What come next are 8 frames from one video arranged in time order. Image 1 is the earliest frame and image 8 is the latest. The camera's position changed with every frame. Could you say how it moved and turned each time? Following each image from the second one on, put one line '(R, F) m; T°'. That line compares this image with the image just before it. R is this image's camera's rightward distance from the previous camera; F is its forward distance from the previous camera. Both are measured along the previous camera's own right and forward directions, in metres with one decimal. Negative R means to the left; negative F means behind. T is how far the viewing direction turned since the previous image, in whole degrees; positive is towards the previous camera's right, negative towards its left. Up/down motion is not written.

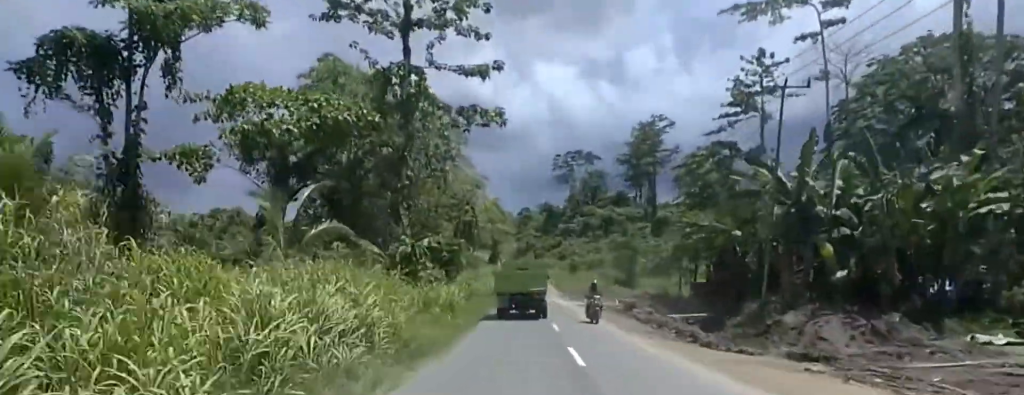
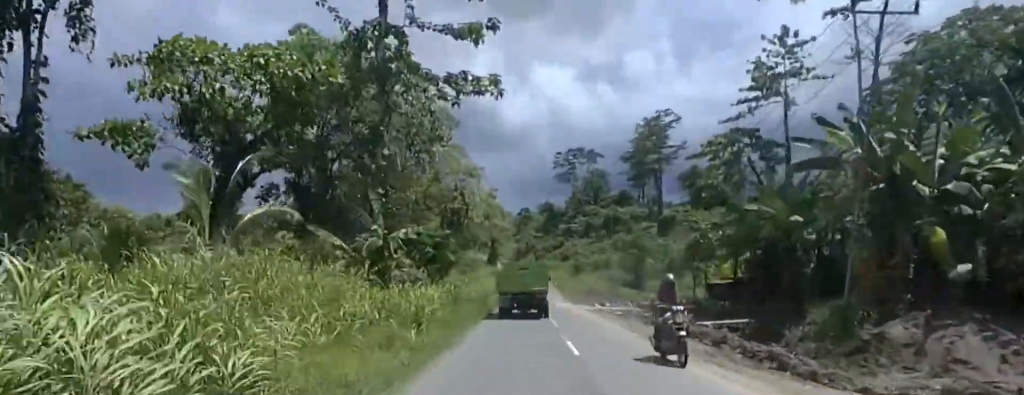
(0.0, +6.1) m; 0°
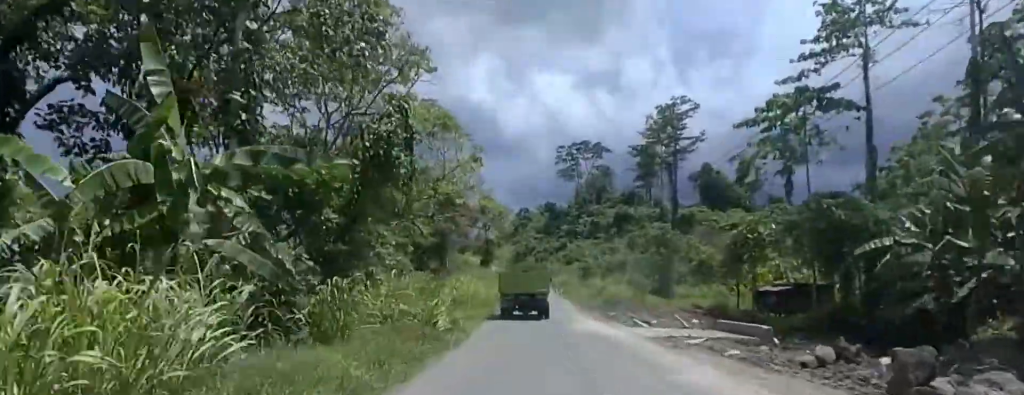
(-0.1, +14.6) m; -2°
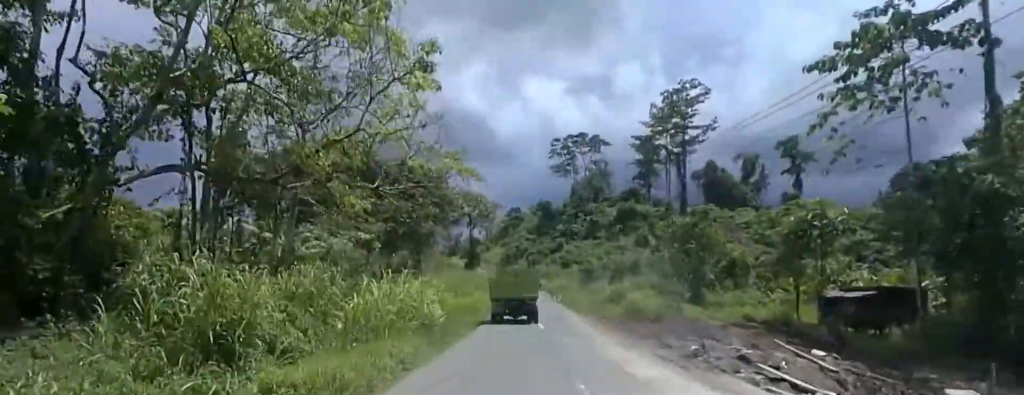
(-0.4, +13.7) m; -2°
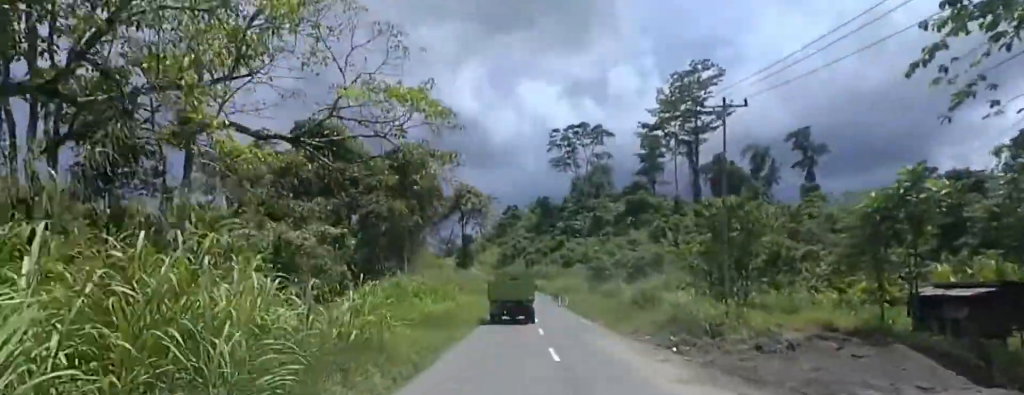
(-0.1, +10.3) m; 0°
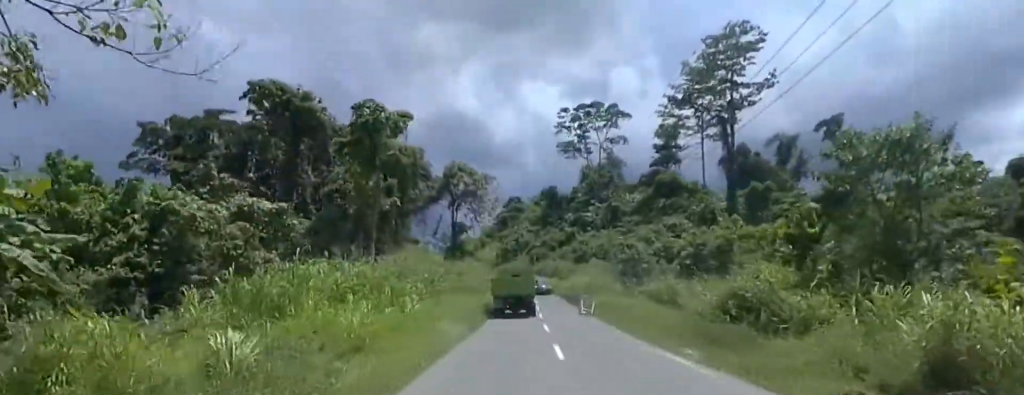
(0.0, +16.2) m; +1°
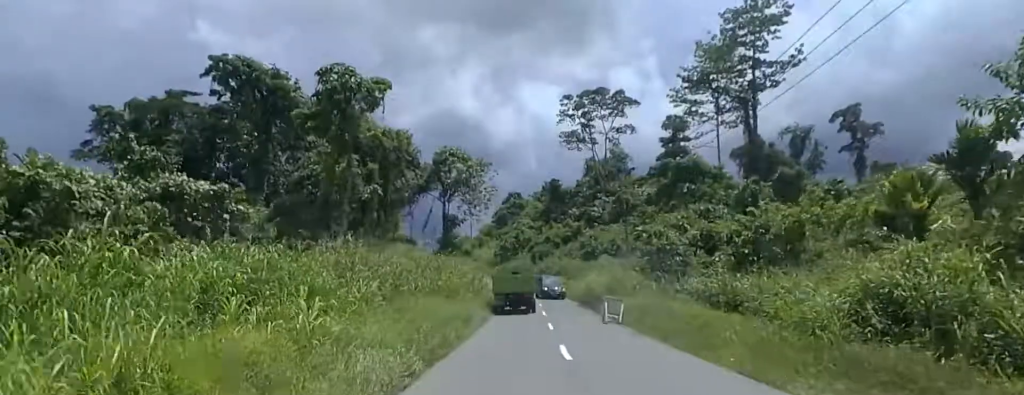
(-0.1, +8.7) m; +4°
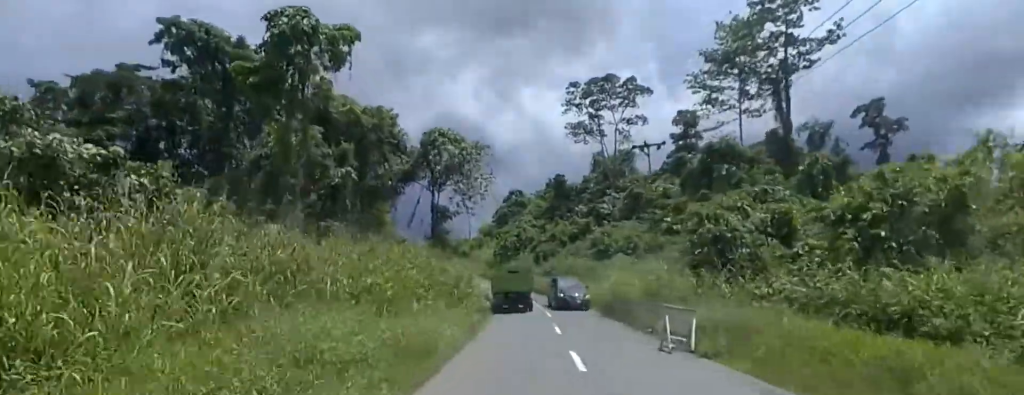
(+0.6, +9.3) m; +4°
